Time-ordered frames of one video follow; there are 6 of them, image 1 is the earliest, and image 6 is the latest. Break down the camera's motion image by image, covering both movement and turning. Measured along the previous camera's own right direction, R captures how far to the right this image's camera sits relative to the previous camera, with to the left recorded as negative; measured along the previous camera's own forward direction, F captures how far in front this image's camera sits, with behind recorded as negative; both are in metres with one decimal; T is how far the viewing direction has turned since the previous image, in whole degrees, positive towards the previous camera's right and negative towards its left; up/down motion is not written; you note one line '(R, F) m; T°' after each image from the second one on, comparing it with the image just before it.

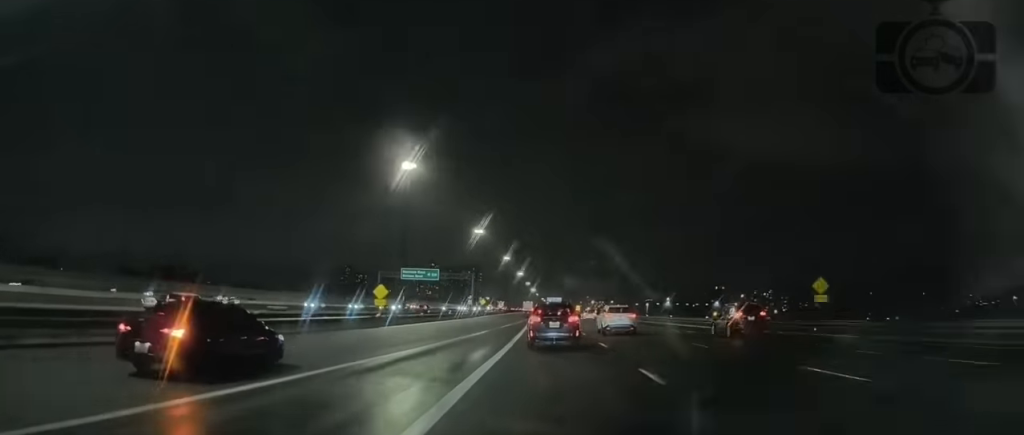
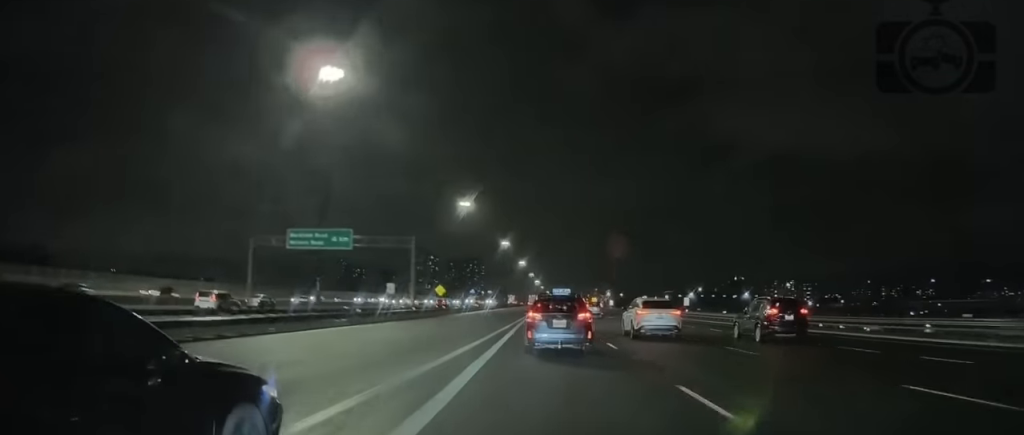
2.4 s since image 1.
(-1.3, +65.7) m; -2°
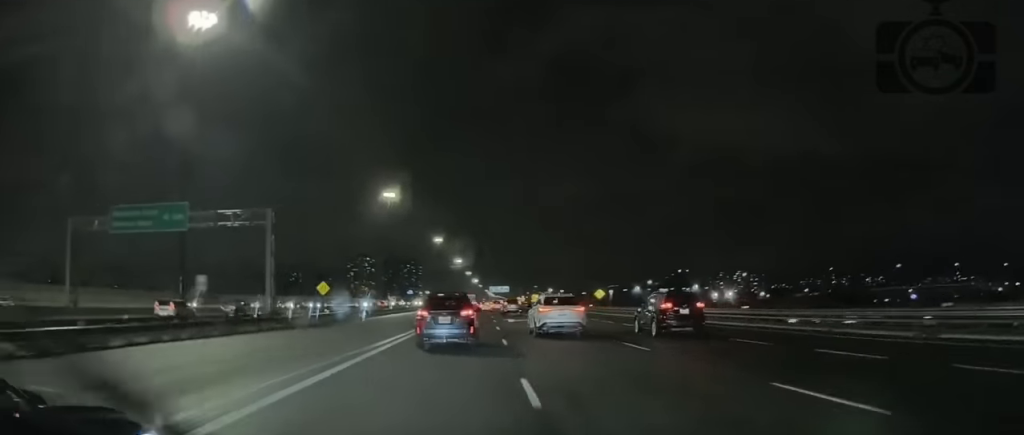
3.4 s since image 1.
(0.0, +25.8) m; 0°
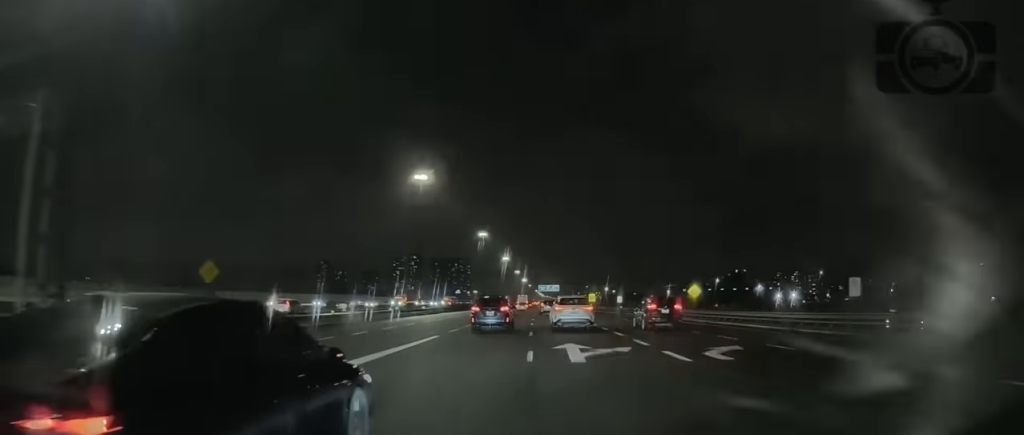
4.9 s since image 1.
(+0.3, +34.6) m; 0°
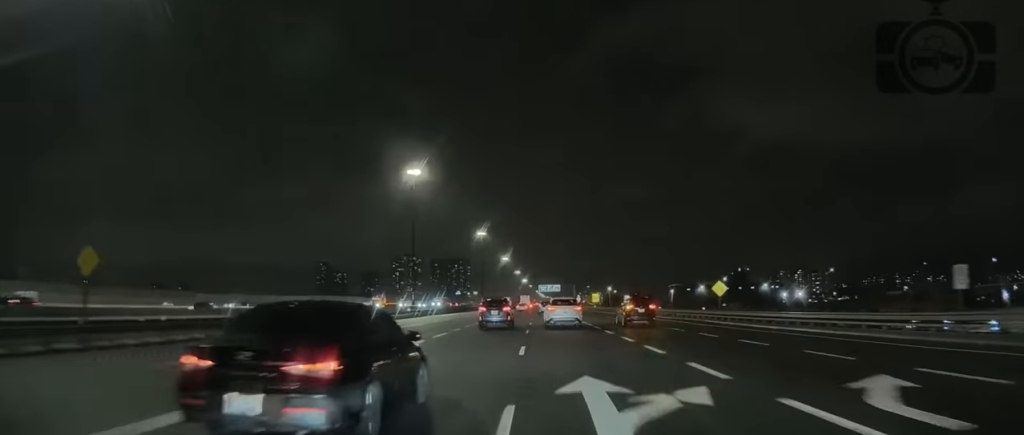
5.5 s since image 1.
(+0.2, +11.1) m; -1°
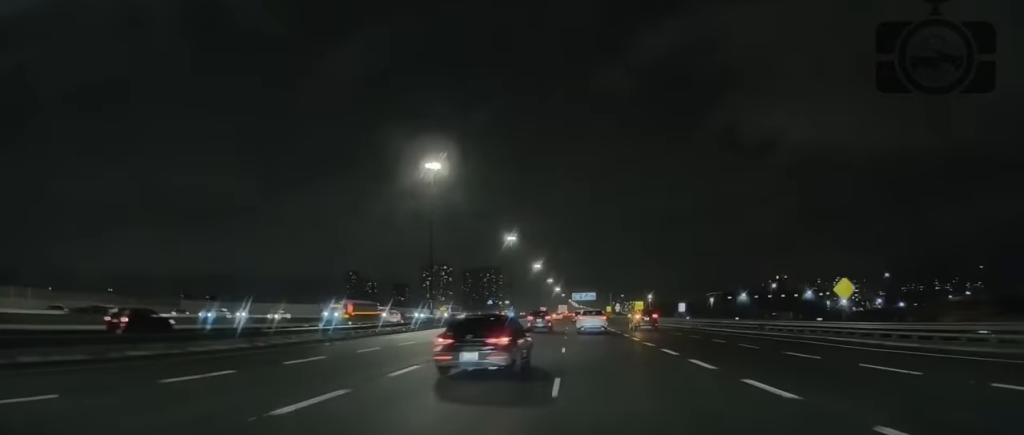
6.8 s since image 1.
(-0.9, +20.4) m; -3°
